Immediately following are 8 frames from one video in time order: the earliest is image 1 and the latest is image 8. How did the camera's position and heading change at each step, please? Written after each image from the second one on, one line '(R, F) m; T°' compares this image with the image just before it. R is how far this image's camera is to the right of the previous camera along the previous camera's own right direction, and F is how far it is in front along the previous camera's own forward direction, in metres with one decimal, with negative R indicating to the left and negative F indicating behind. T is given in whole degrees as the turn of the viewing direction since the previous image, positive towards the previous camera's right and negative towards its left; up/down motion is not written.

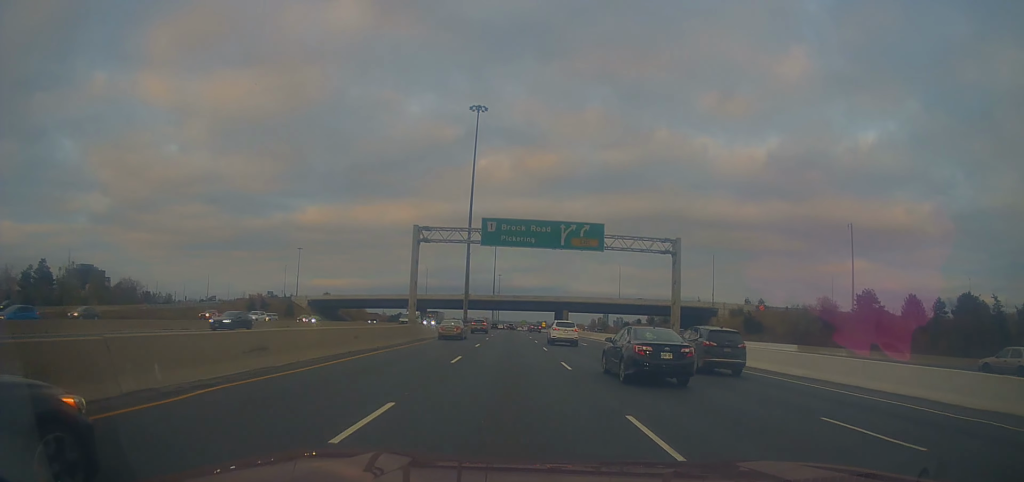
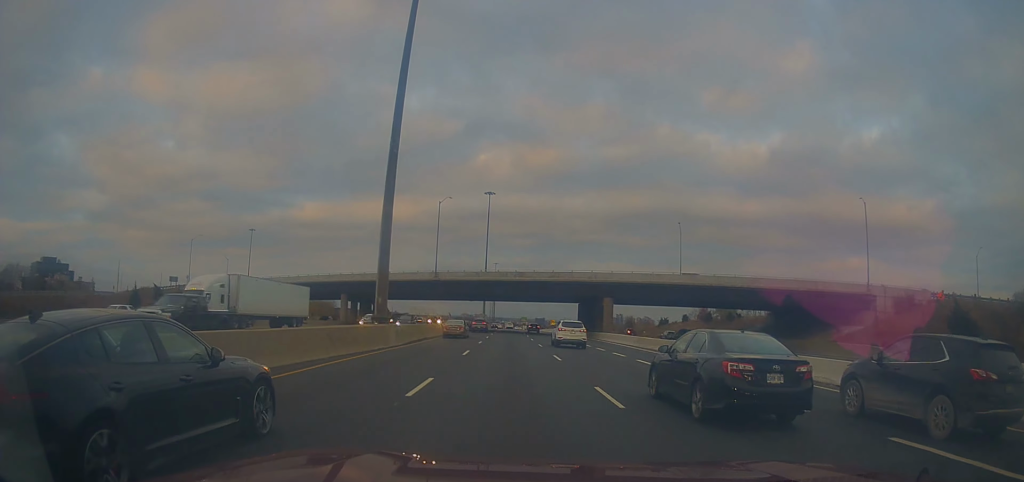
(0.0, +56.4) m; 0°
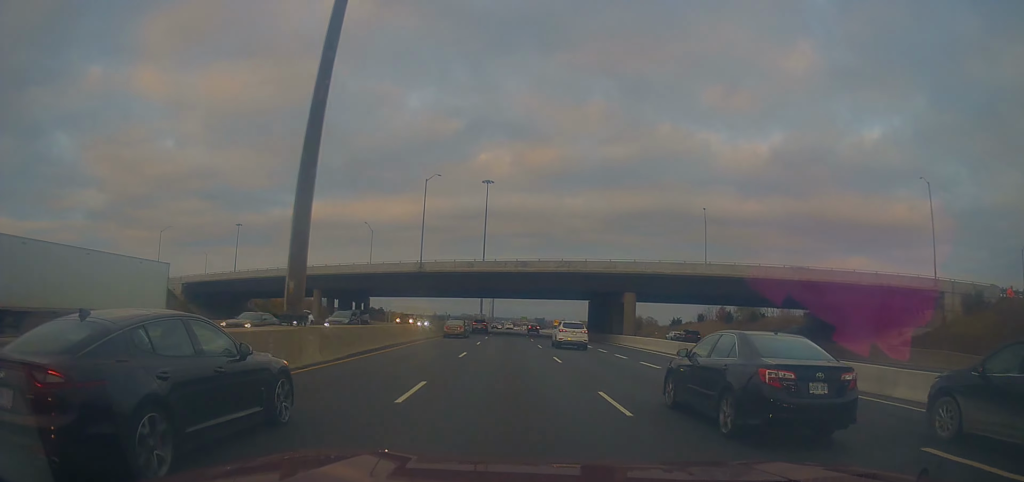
(-0.1, +12.9) m; 0°
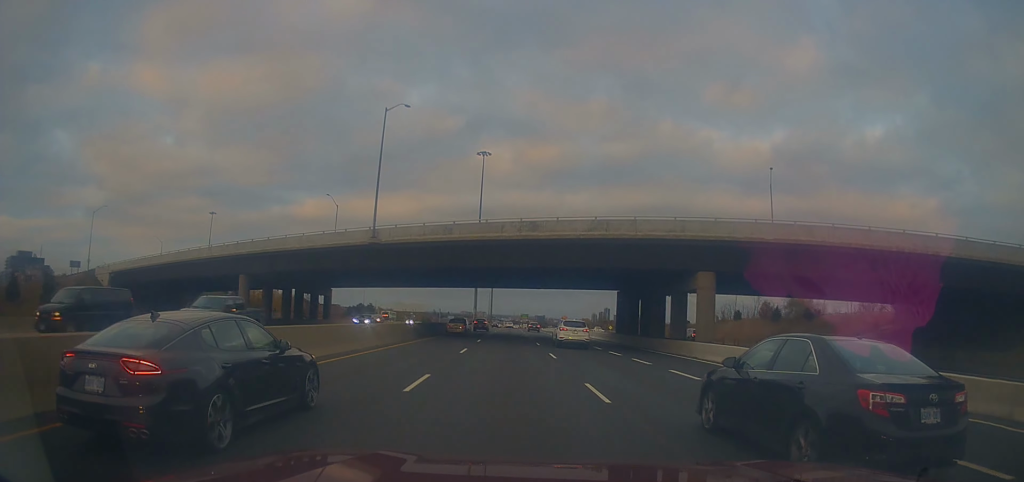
(+0.2, +22.7) m; 0°
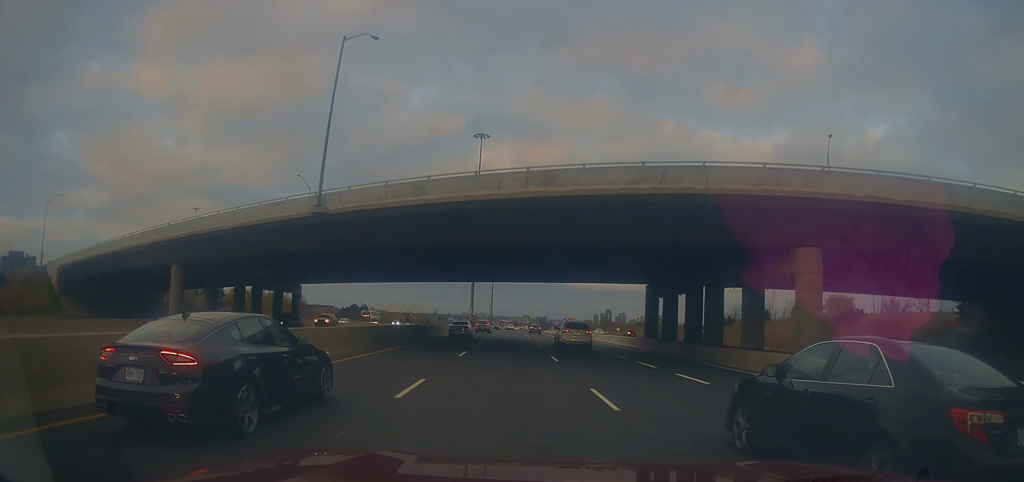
(-0.1, +12.9) m; 0°
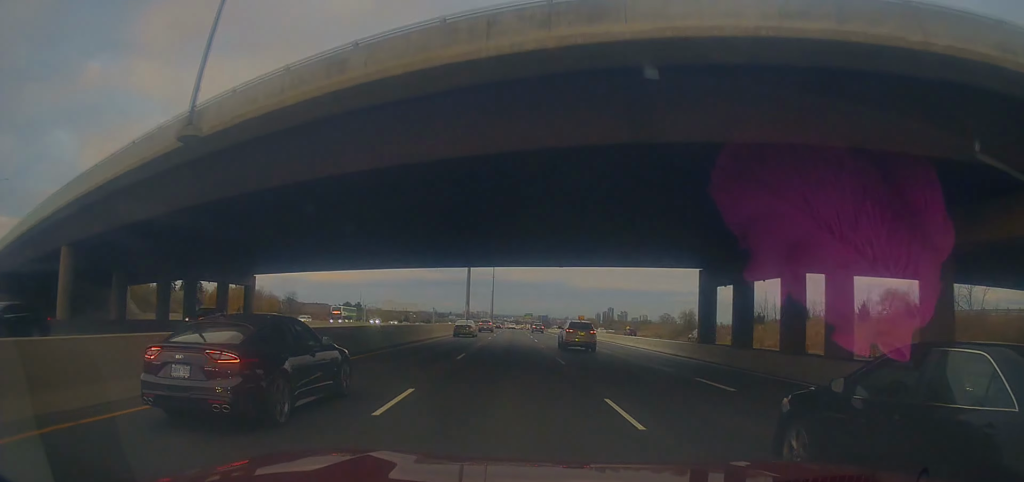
(-0.1, +13.8) m; 0°
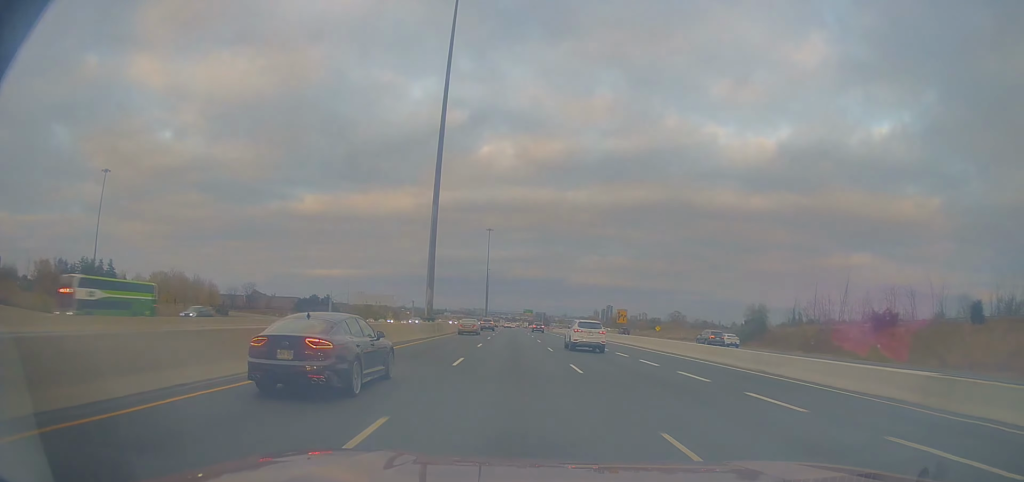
(+0.1, +39.6) m; +1°
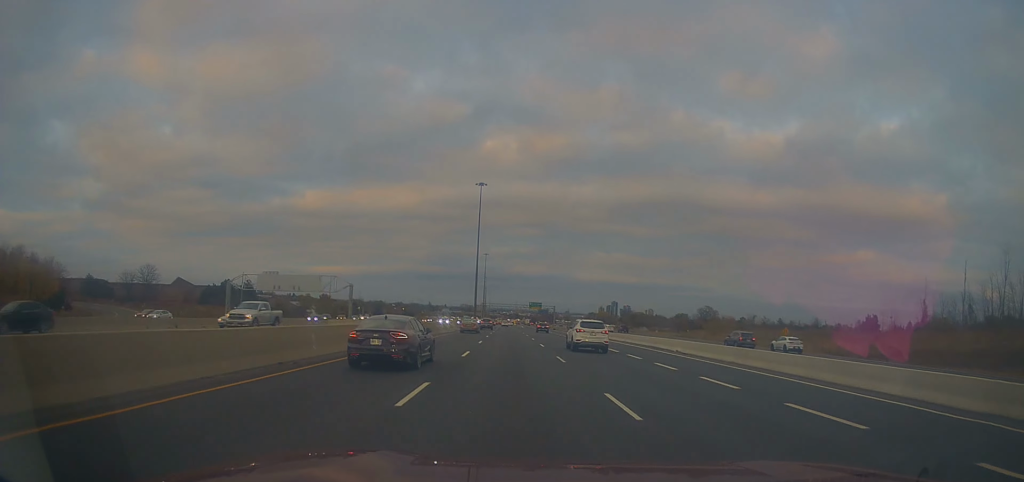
(+0.6, +68.7) m; -1°
